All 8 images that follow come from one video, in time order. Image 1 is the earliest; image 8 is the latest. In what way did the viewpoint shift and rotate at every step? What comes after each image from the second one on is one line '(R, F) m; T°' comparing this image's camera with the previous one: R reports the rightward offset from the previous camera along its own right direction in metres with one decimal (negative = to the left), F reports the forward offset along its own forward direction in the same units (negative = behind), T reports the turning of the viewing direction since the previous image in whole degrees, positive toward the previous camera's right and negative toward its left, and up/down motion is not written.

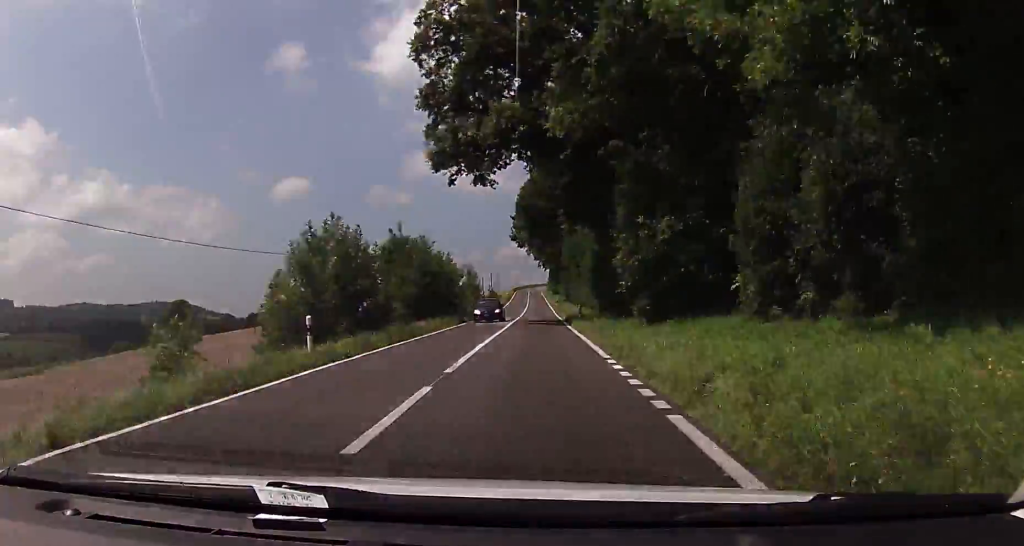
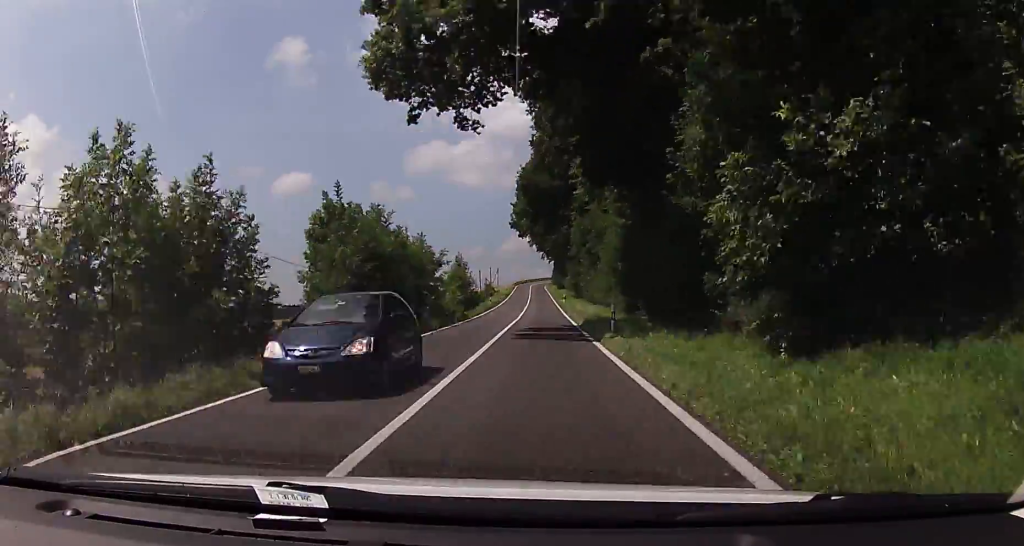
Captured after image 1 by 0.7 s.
(0.0, +14.5) m; -1°
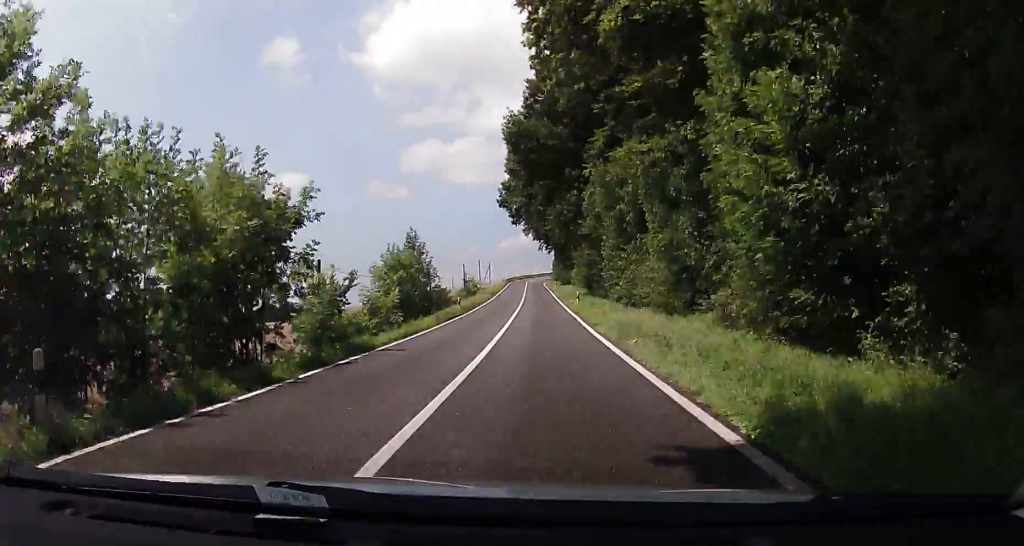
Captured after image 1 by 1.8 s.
(-0.4, +24.7) m; 0°
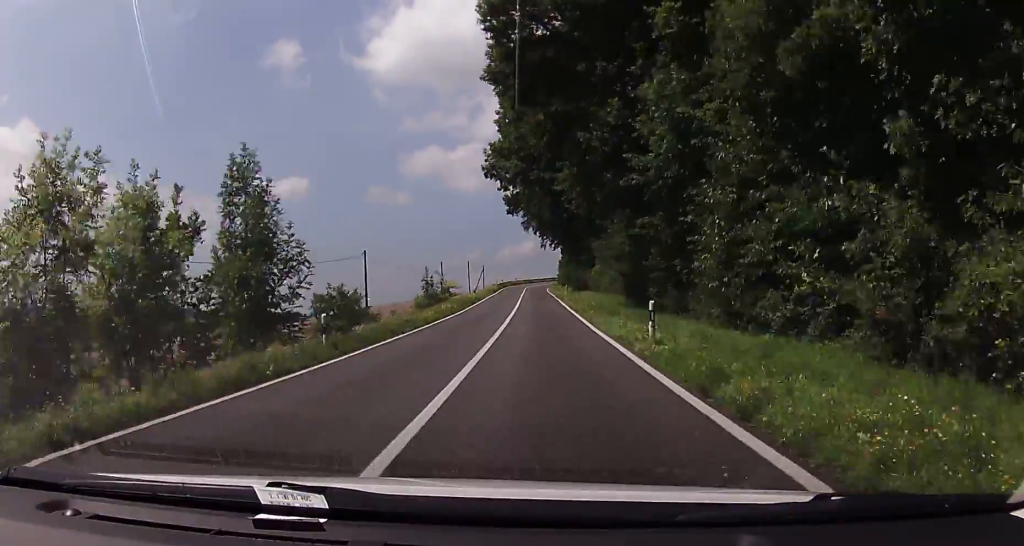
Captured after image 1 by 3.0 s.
(+0.7, +26.1) m; +2°
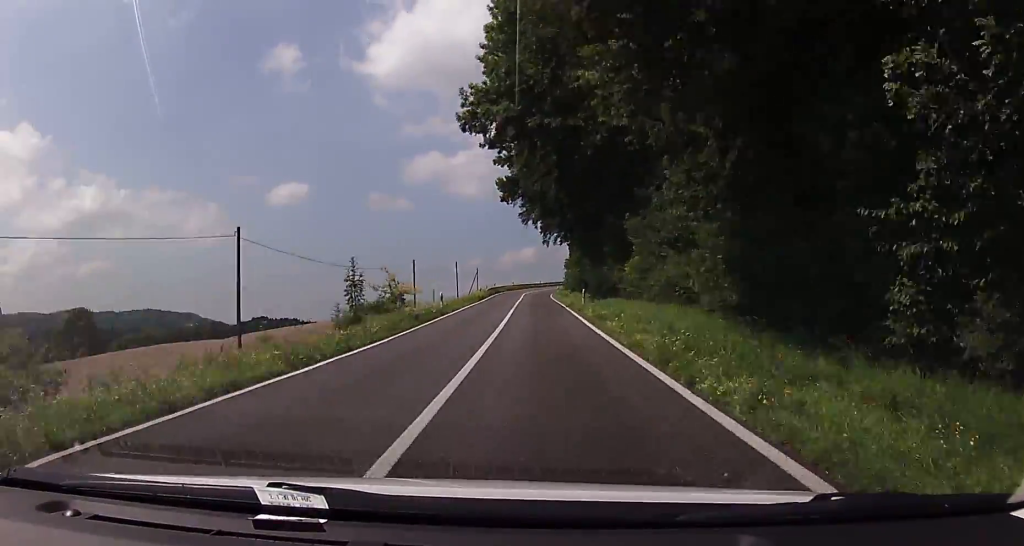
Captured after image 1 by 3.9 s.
(-0.2, +18.9) m; 0°
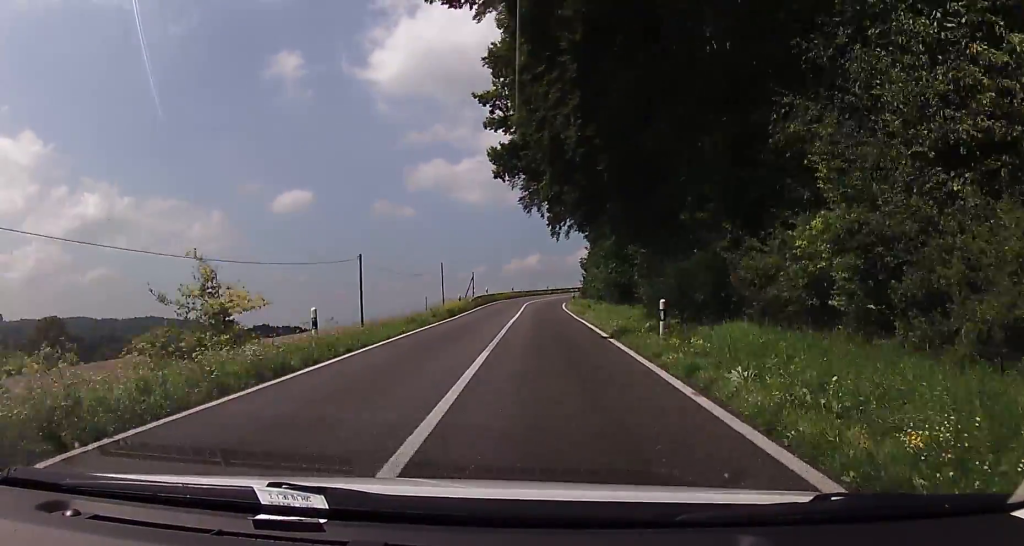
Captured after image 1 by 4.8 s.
(+0.2, +21.0) m; 0°
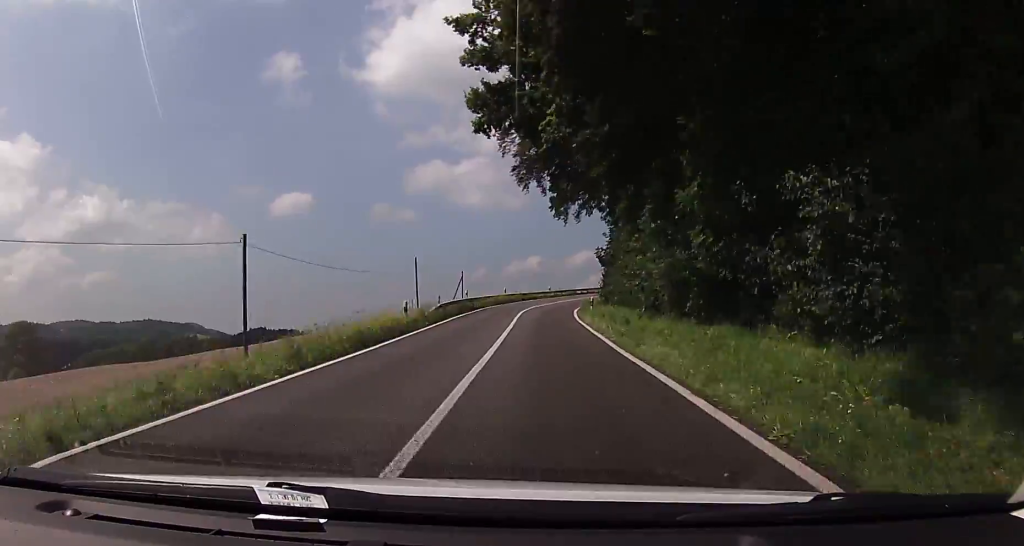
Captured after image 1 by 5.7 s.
(0.0, +17.7) m; 0°
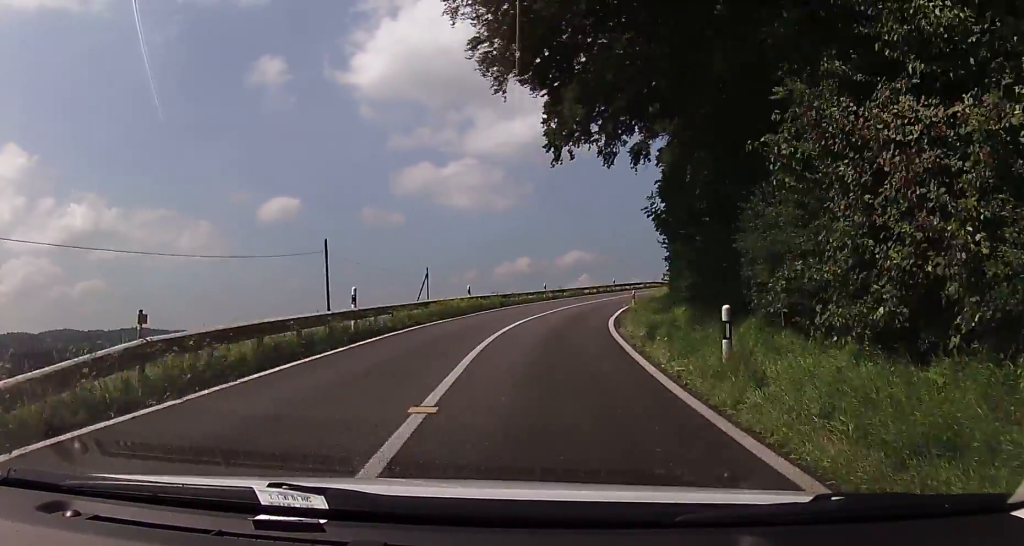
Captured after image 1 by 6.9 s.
(-0.3, +25.5) m; 0°
